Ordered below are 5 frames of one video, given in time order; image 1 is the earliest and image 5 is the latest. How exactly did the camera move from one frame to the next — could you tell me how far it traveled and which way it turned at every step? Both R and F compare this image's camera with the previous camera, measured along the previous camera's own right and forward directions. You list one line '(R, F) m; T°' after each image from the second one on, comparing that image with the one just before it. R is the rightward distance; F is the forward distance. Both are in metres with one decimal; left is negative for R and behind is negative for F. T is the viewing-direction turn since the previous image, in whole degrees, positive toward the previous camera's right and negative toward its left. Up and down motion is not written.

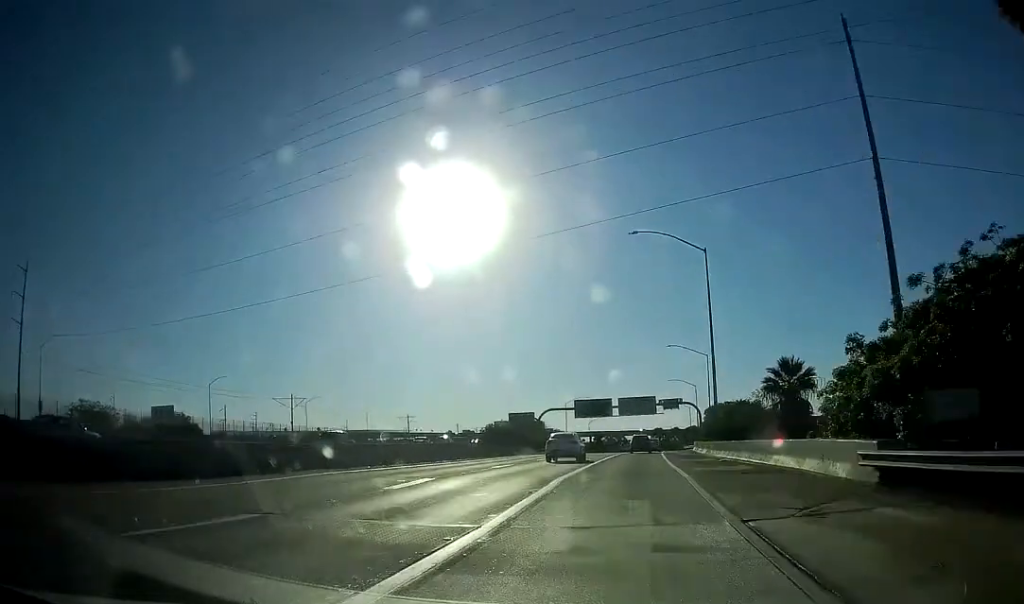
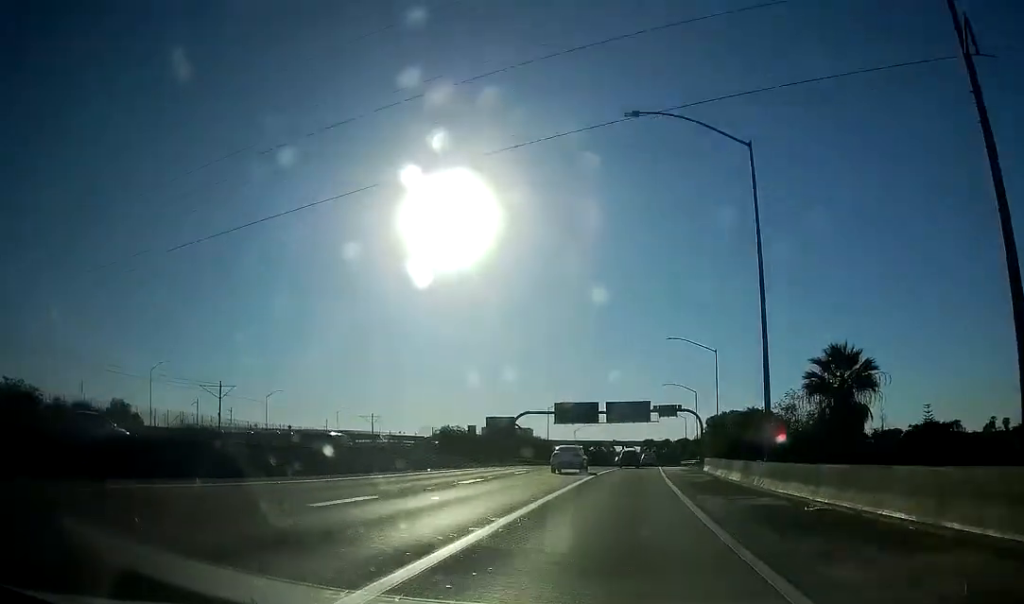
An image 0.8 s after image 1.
(0.0, +18.2) m; 0°
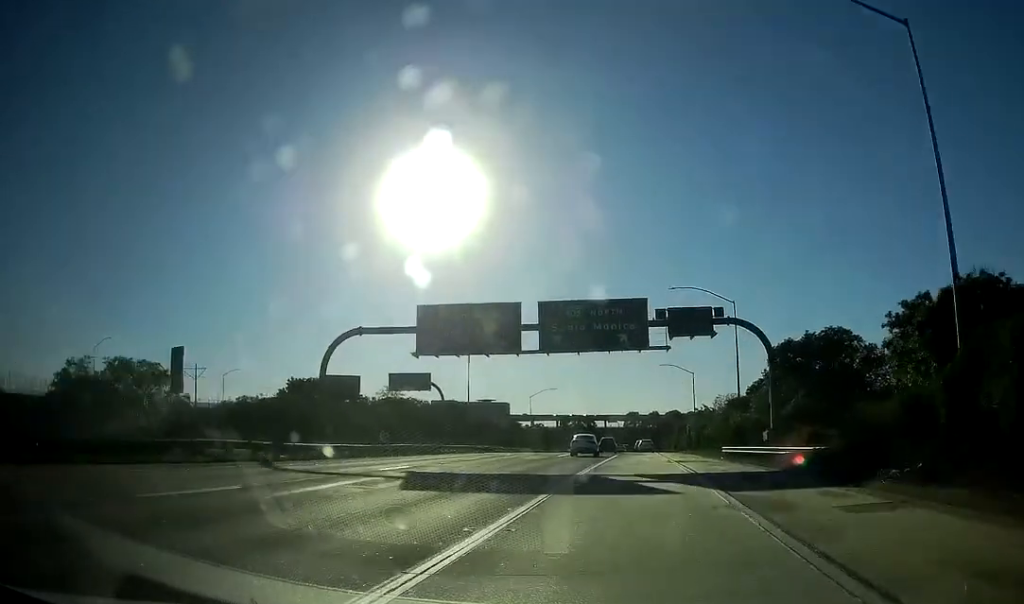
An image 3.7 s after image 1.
(+0.6, +61.6) m; +1°
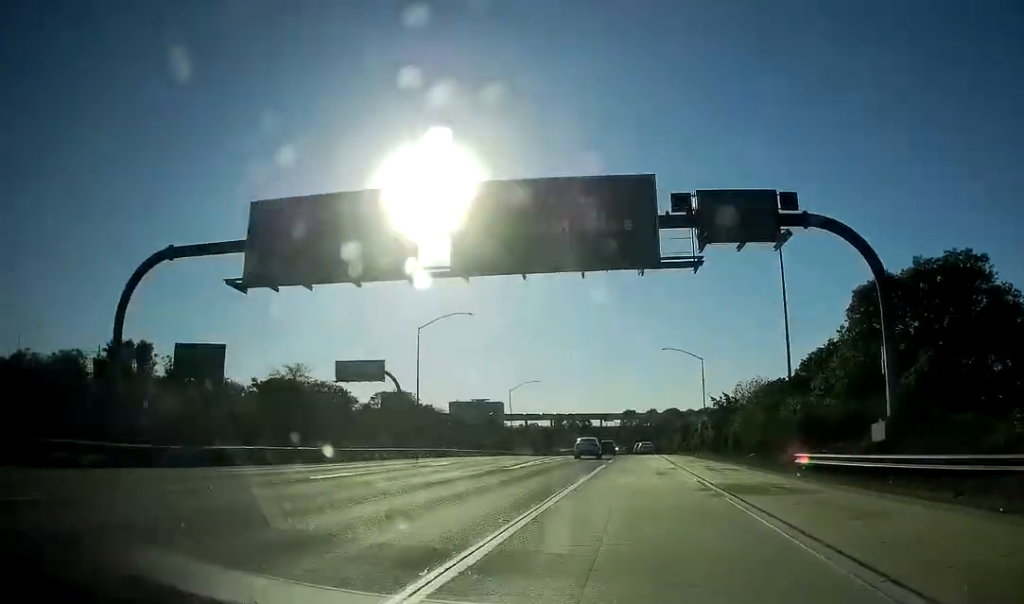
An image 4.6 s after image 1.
(0.0, +19.9) m; 0°
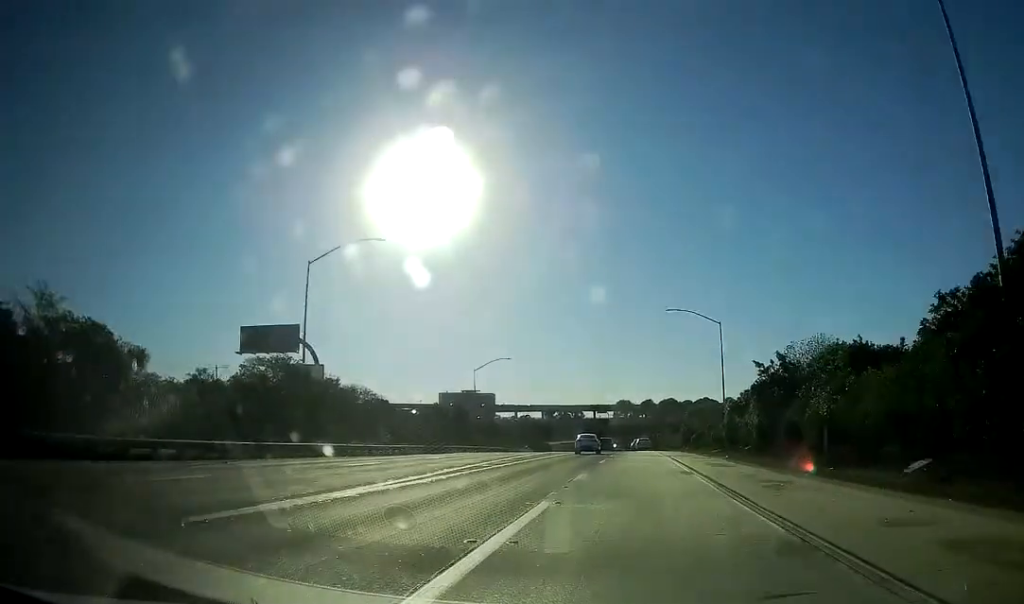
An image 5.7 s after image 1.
(+0.1, +24.5) m; +1°
